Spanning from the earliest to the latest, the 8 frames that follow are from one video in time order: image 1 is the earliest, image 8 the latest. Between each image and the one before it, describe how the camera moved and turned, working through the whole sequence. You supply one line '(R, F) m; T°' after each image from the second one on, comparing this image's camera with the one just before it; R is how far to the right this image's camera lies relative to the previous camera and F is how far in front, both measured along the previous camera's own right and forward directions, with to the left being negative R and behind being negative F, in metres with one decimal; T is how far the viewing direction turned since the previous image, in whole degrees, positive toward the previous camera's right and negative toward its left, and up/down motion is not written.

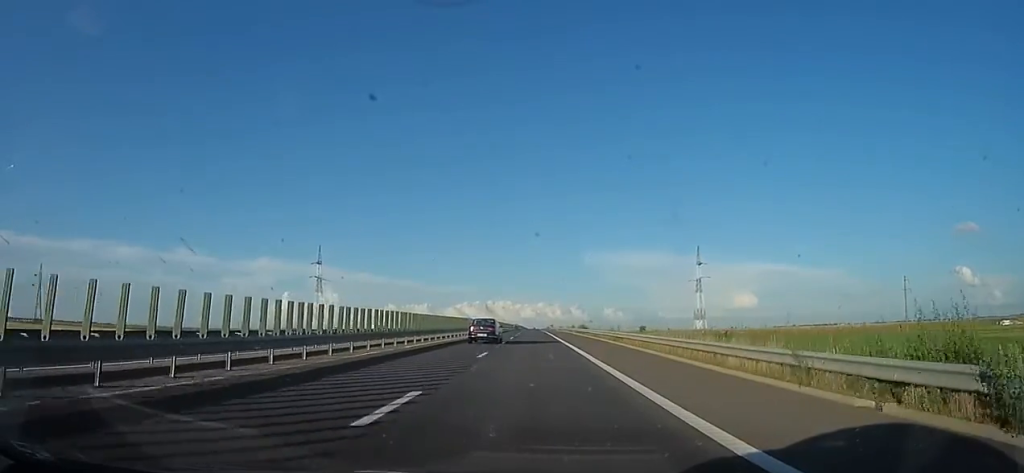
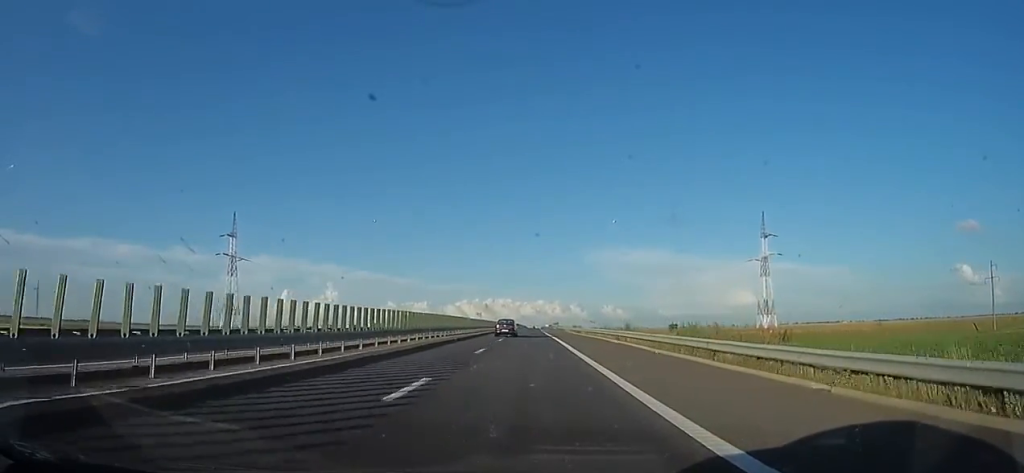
(+0.2, +46.1) m; 0°
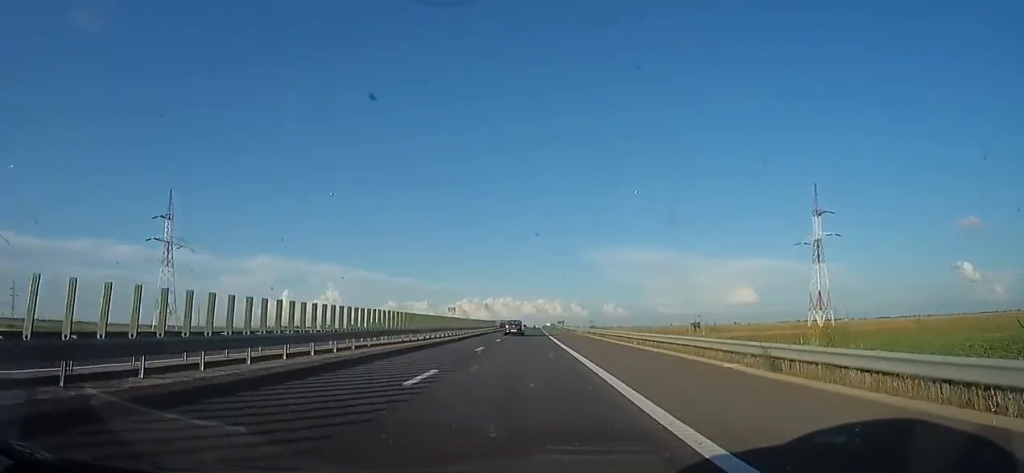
(0.0, +22.0) m; +2°
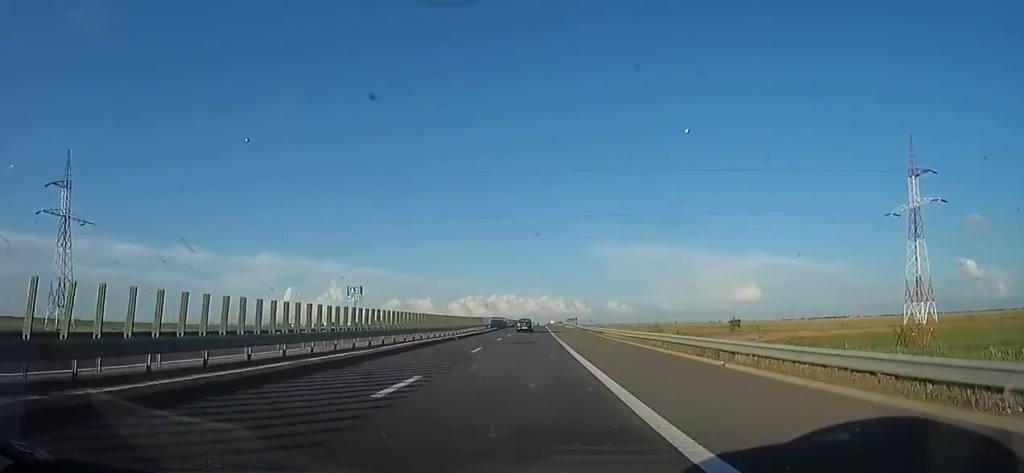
(+0.5, +25.4) m; +1°
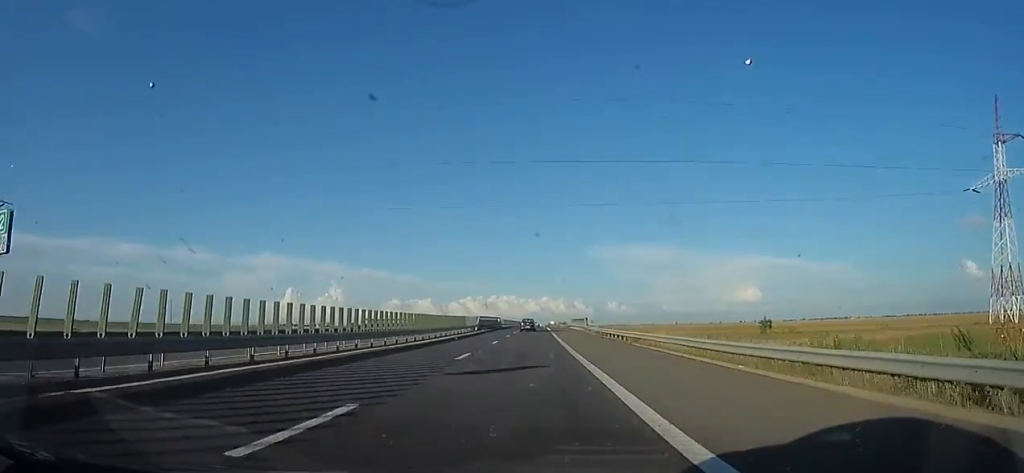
(+0.7, +15.8) m; 0°
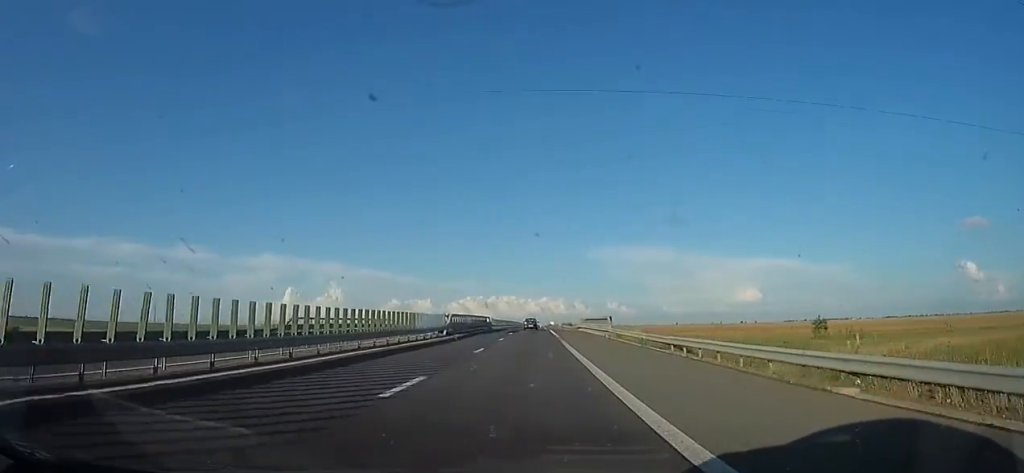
(-0.5, +19.8) m; -1°
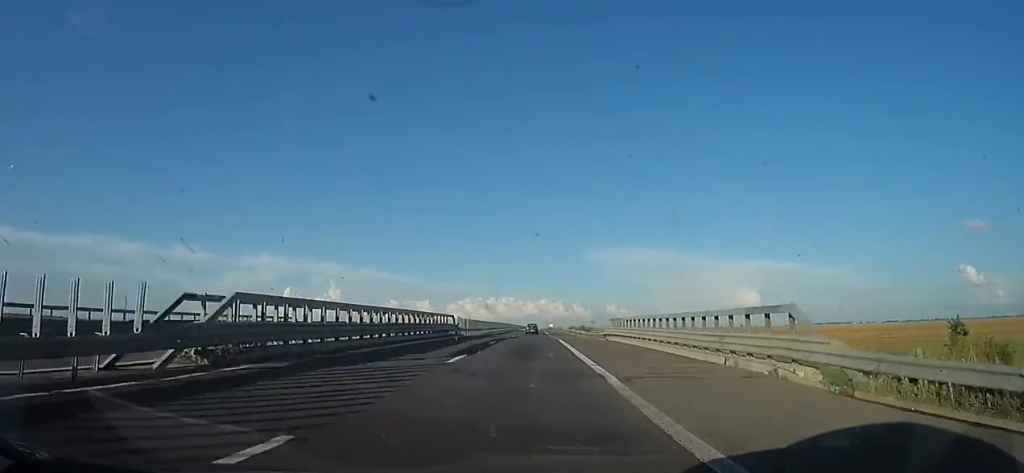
(-0.8, +29.9) m; -2°
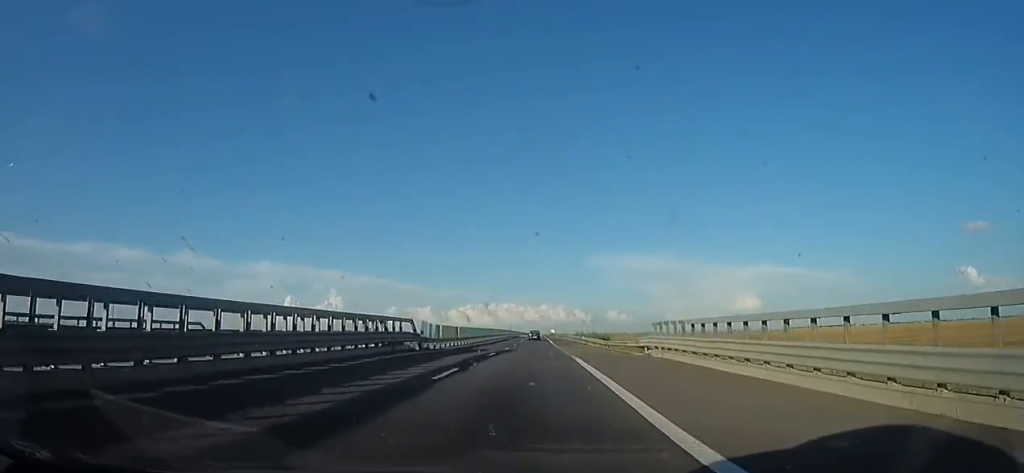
(-0.1, +14.1) m; 0°
